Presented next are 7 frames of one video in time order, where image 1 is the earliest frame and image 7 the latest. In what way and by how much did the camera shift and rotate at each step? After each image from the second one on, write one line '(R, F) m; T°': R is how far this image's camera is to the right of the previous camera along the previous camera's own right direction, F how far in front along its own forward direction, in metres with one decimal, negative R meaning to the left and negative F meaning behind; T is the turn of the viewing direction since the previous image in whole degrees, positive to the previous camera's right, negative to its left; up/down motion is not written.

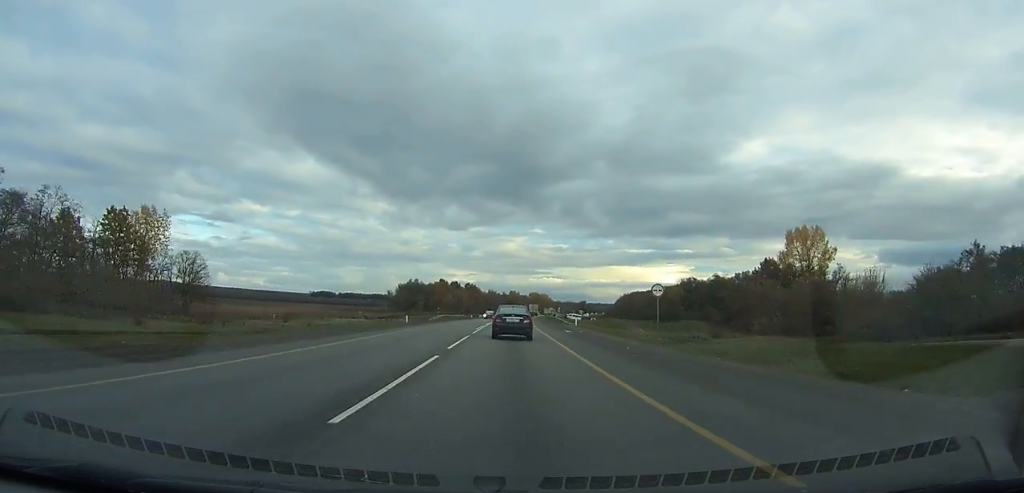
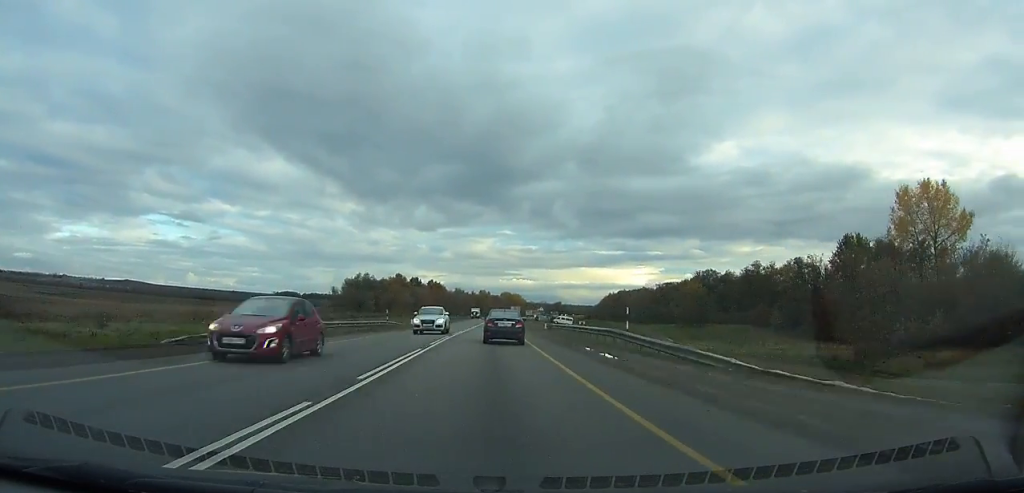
(+0.4, +49.3) m; +2°
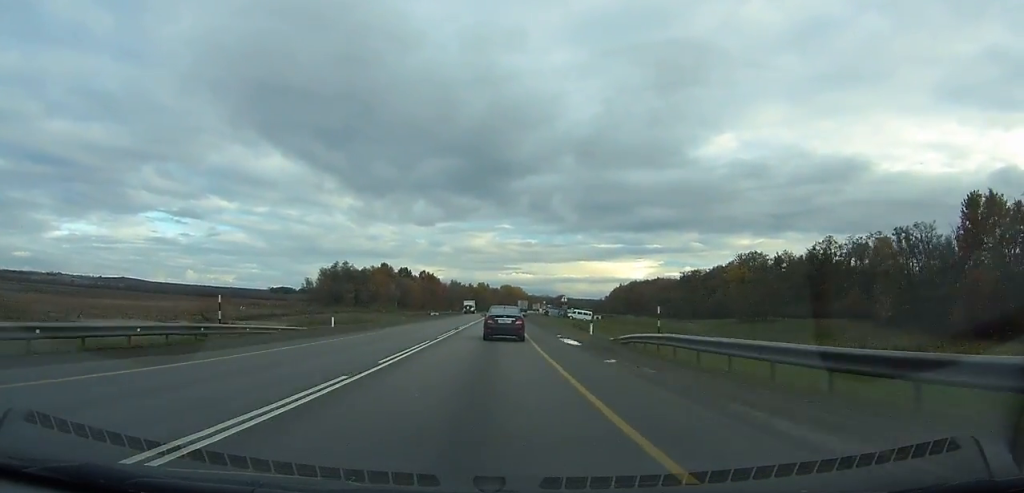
(+0.5, +33.3) m; +1°
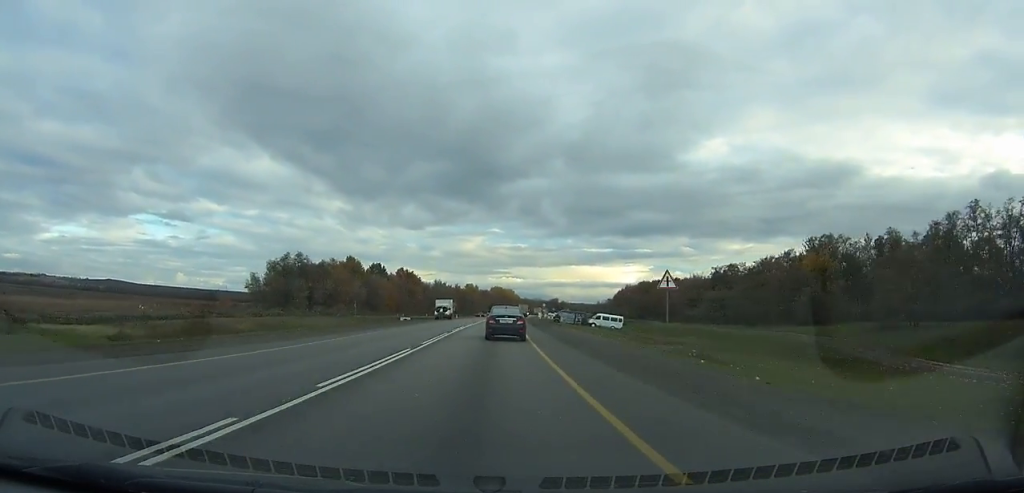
(+0.4, +39.8) m; +1°
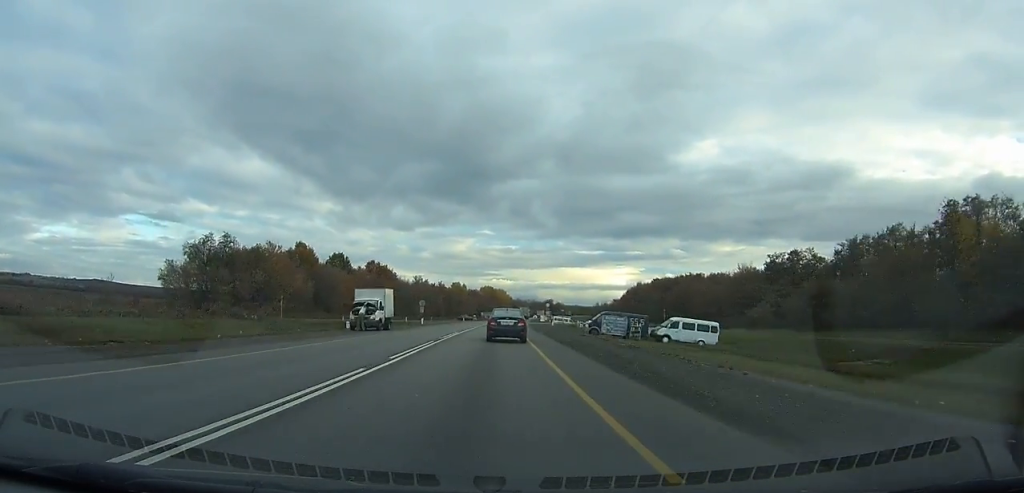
(+0.3, +41.1) m; +1°
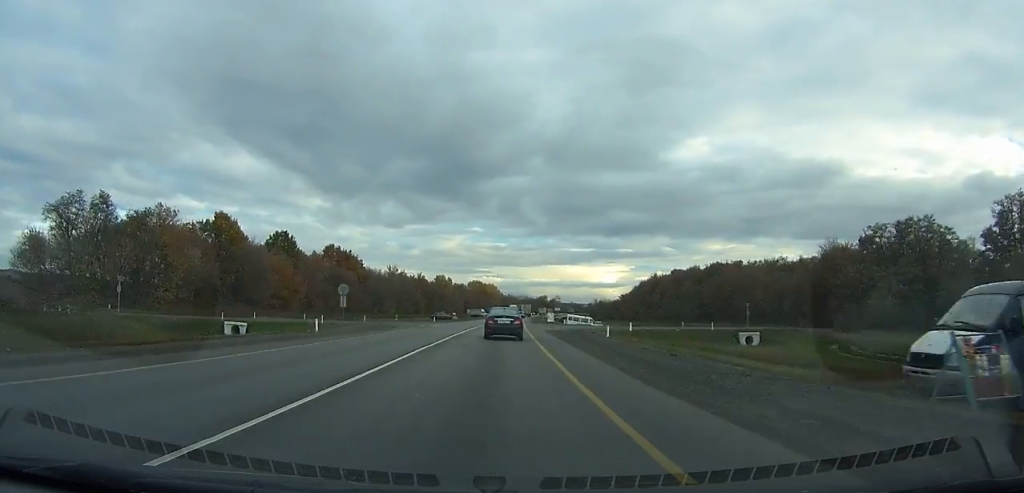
(+0.4, +40.5) m; +1°
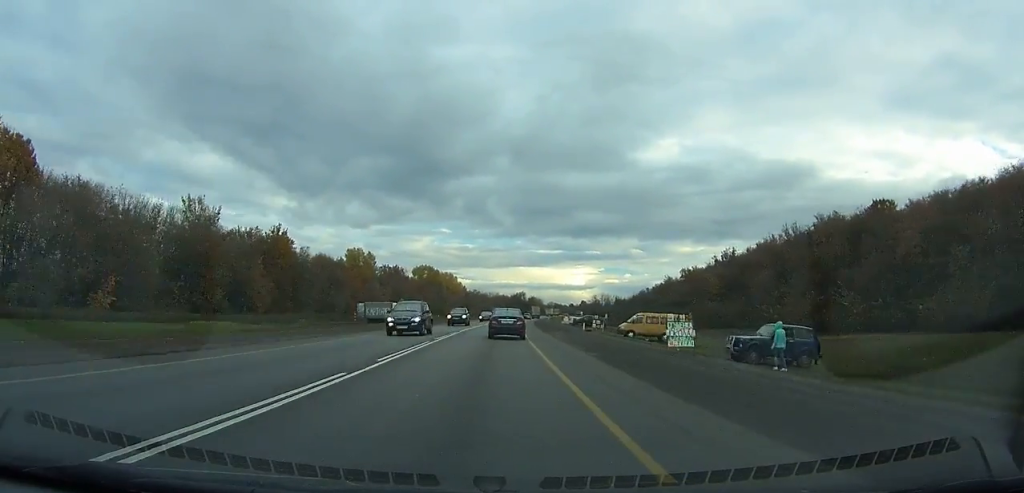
(+4.1, +126.6) m; +4°
